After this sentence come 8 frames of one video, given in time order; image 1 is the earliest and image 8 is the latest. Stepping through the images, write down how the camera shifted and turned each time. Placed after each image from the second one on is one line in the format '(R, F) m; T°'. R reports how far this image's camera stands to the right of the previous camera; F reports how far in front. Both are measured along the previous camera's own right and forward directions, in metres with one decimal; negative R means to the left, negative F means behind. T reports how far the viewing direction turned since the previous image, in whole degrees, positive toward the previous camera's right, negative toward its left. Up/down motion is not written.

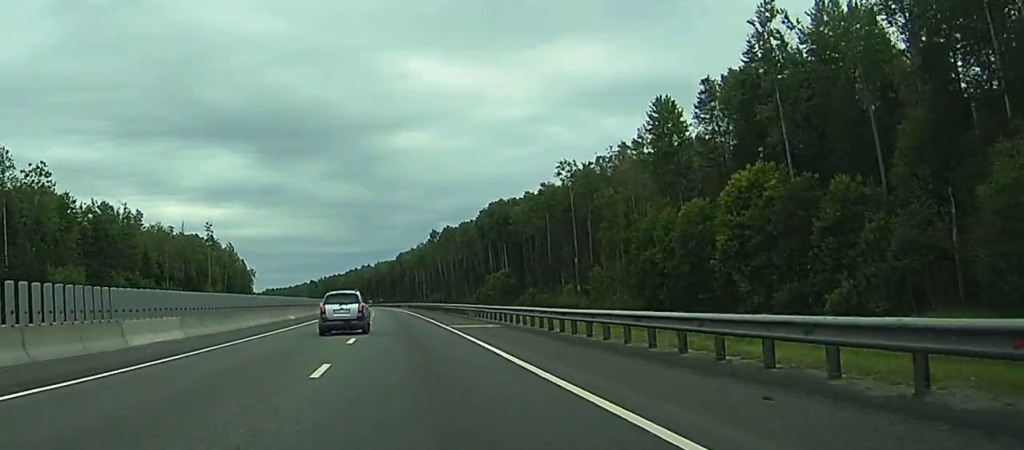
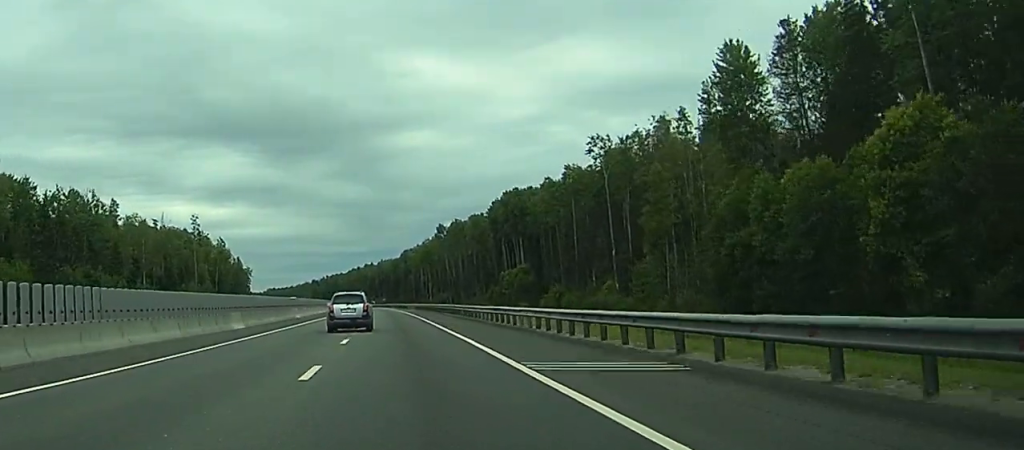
(+0.3, +26.5) m; -1°
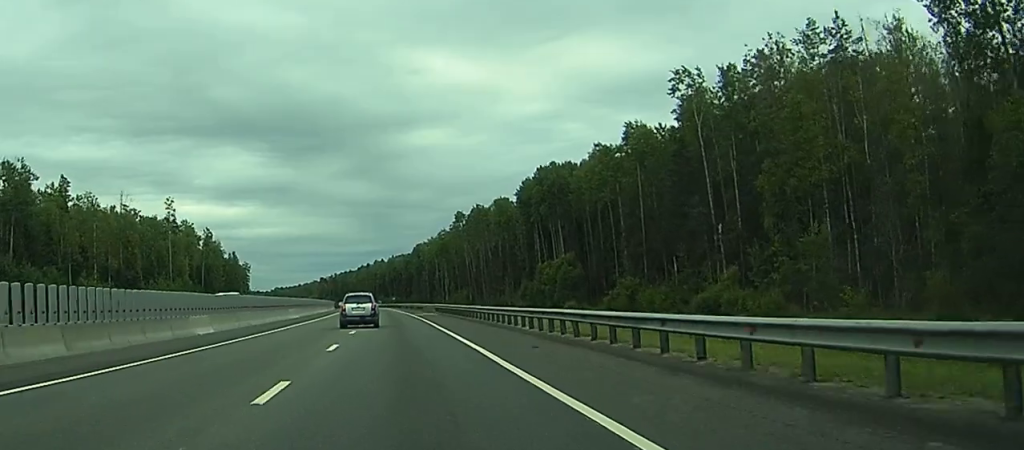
(-1.9, +37.9) m; -4°
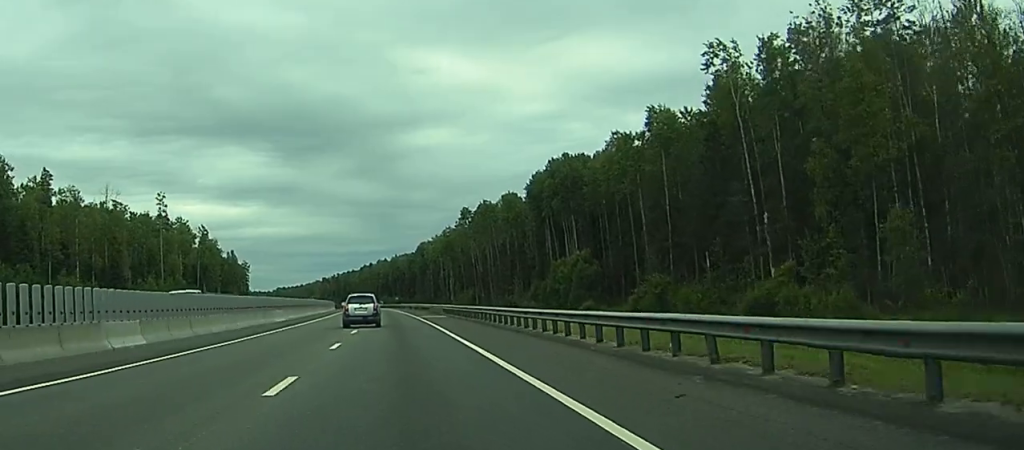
(+0.2, +9.8) m; 0°
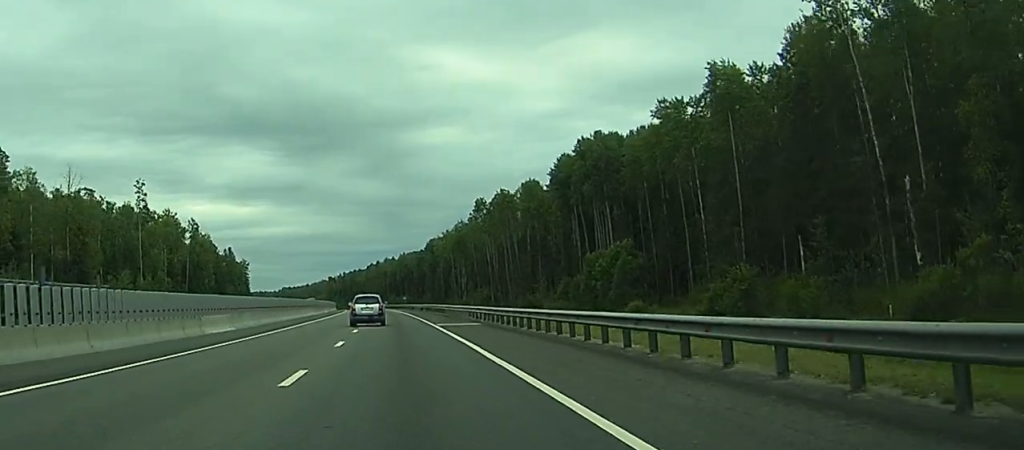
(+0.4, +20.6) m; +1°
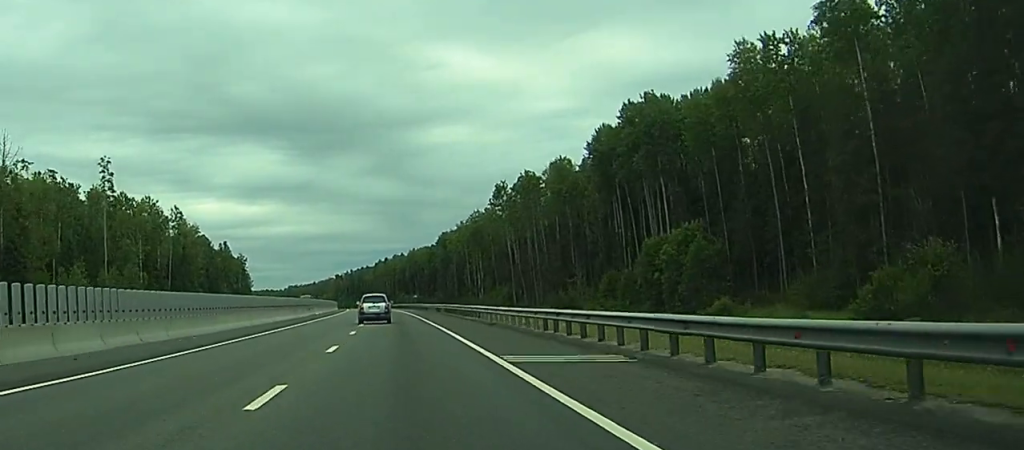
(-0.1, +25.5) m; 0°
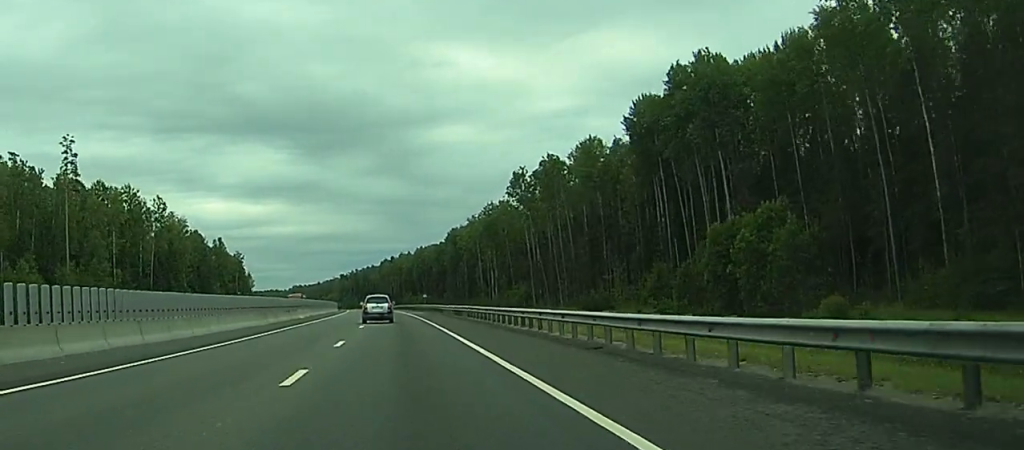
(0.0, +20.1) m; 0°
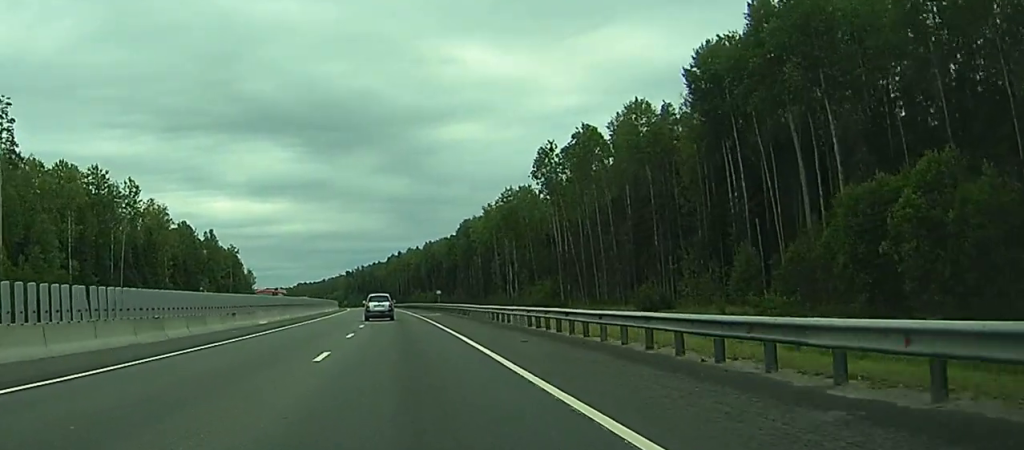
(-0.1, +25.0) m; -1°
